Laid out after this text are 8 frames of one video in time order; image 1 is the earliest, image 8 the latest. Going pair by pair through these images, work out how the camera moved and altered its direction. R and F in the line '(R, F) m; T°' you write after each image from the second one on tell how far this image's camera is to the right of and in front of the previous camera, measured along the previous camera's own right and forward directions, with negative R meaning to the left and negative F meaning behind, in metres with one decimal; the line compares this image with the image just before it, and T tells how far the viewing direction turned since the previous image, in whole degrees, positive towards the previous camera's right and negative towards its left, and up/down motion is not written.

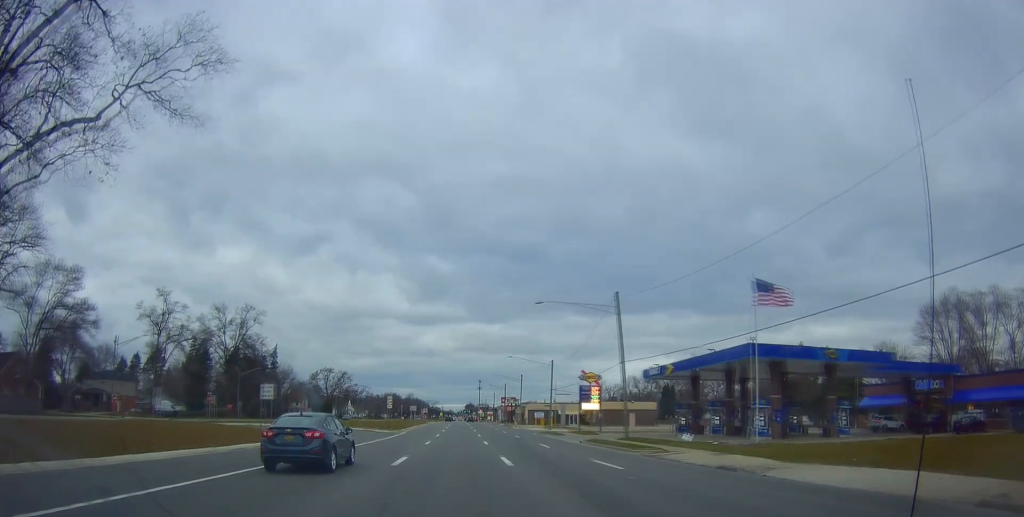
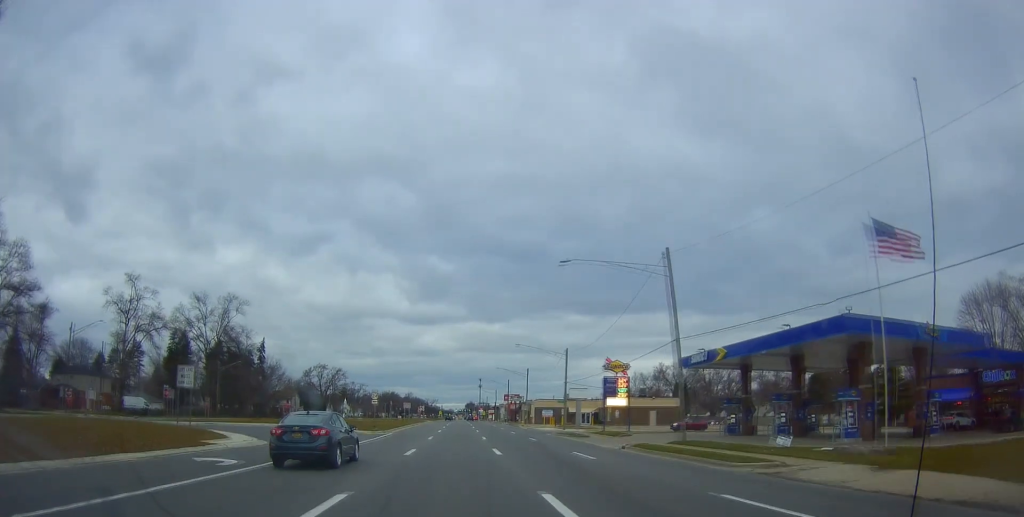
(0.0, +11.0) m; 0°
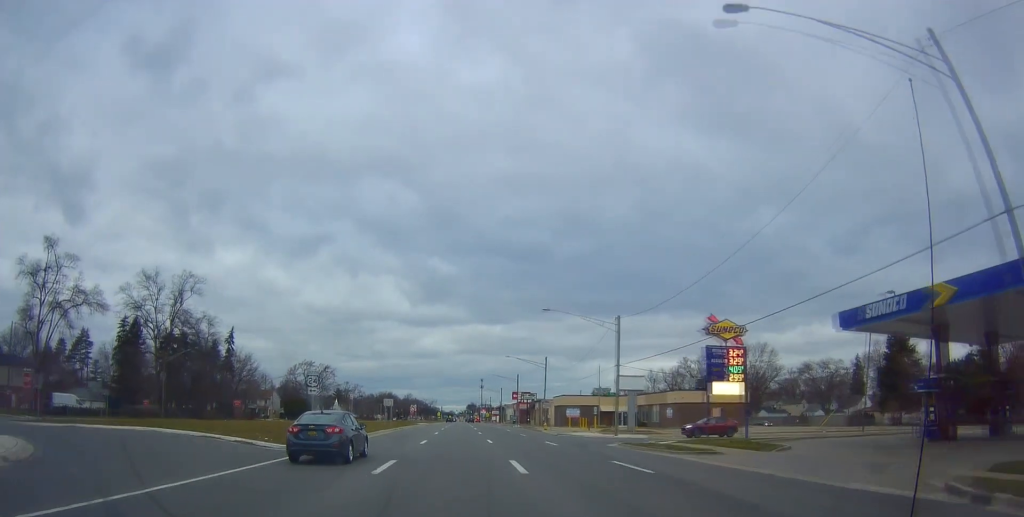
(0.0, +22.8) m; -2°
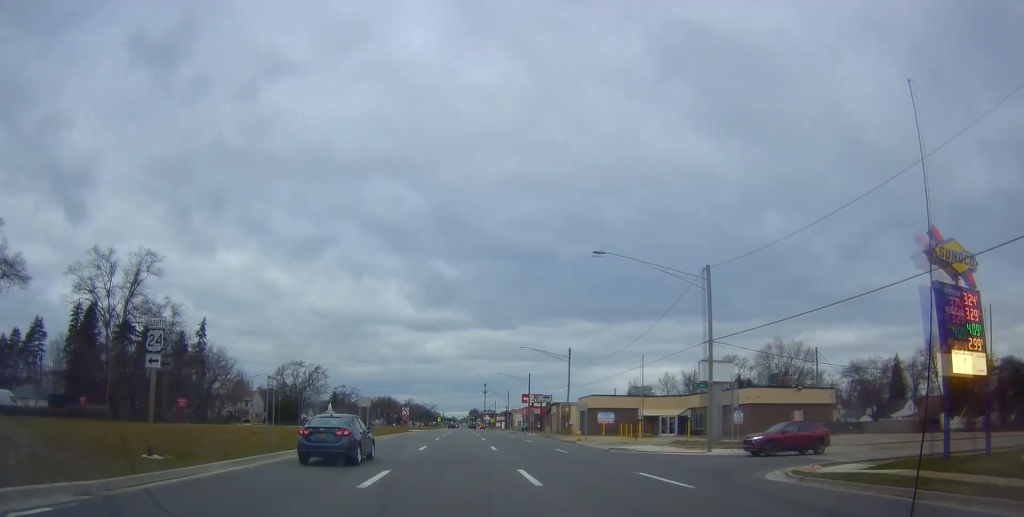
(-0.5, +17.5) m; 0°
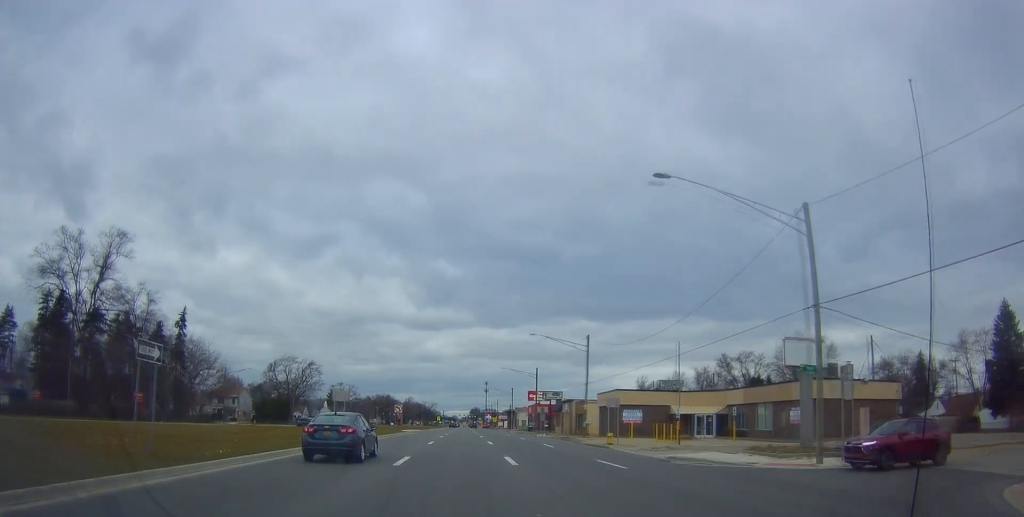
(-0.2, +9.8) m; 0°
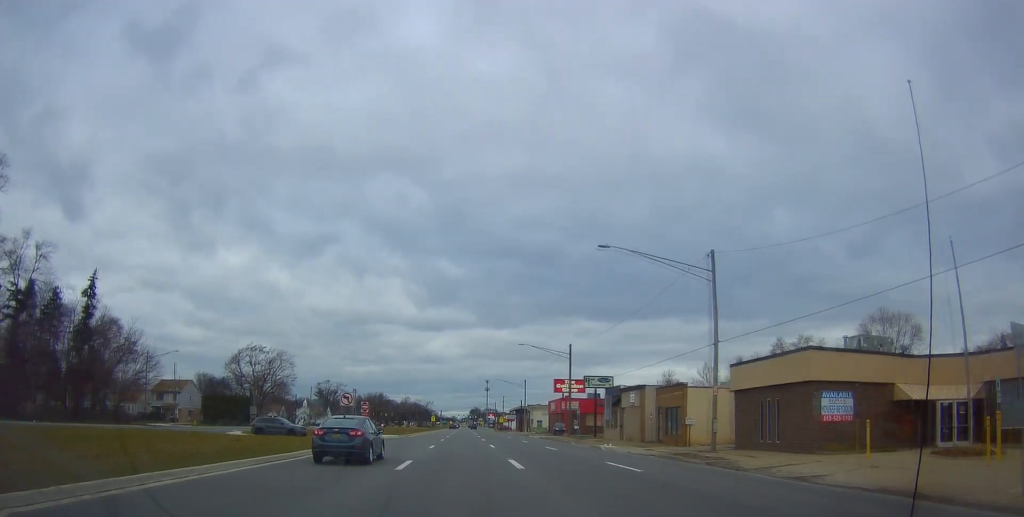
(+1.1, +31.7) m; +1°
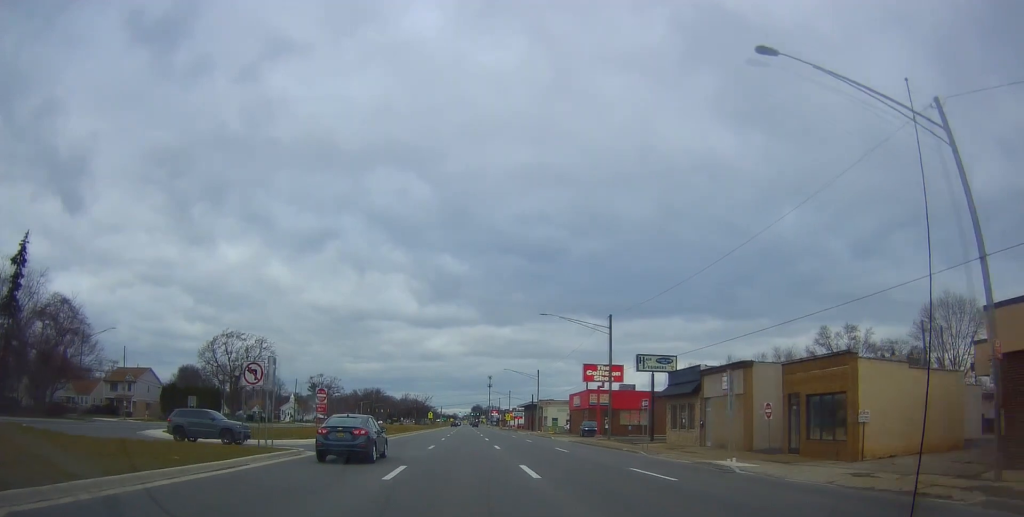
(-0.2, +18.4) m; 0°
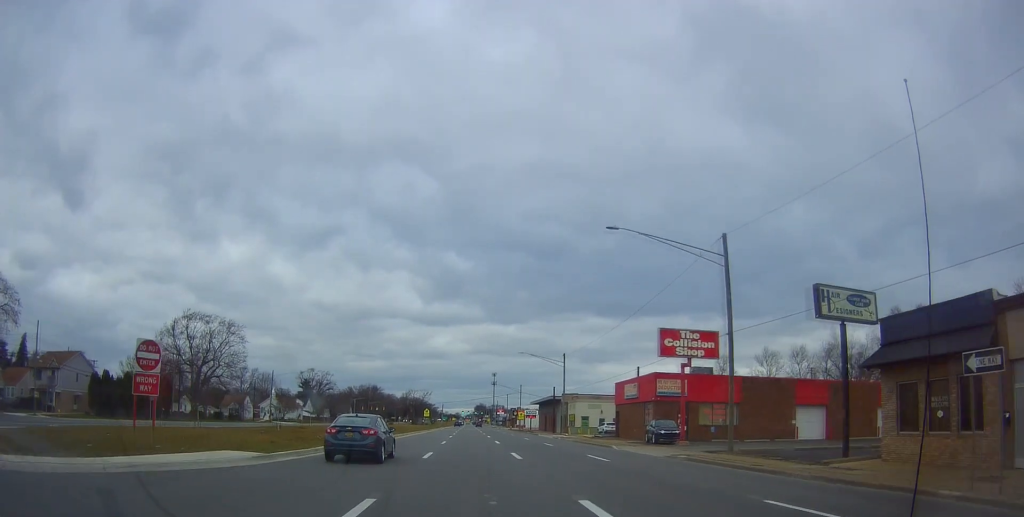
(0.0, +23.3) m; +1°
